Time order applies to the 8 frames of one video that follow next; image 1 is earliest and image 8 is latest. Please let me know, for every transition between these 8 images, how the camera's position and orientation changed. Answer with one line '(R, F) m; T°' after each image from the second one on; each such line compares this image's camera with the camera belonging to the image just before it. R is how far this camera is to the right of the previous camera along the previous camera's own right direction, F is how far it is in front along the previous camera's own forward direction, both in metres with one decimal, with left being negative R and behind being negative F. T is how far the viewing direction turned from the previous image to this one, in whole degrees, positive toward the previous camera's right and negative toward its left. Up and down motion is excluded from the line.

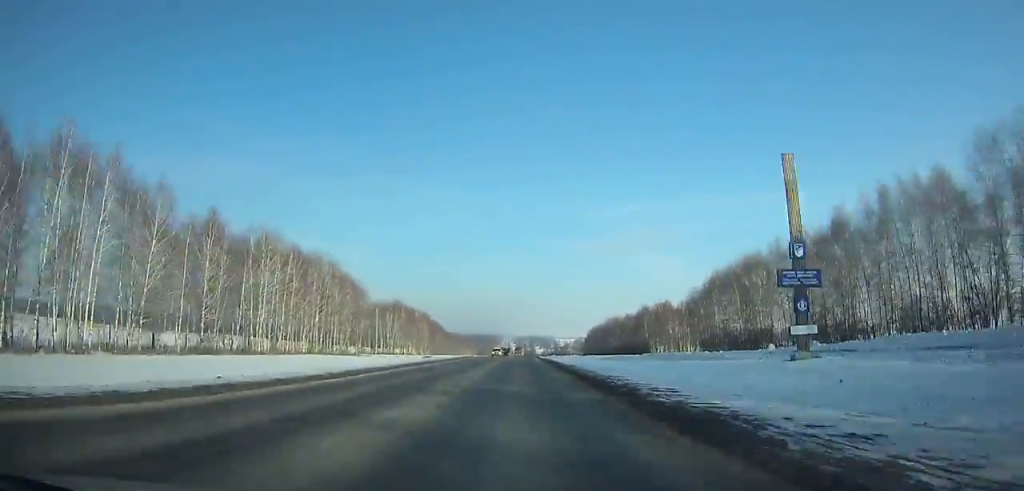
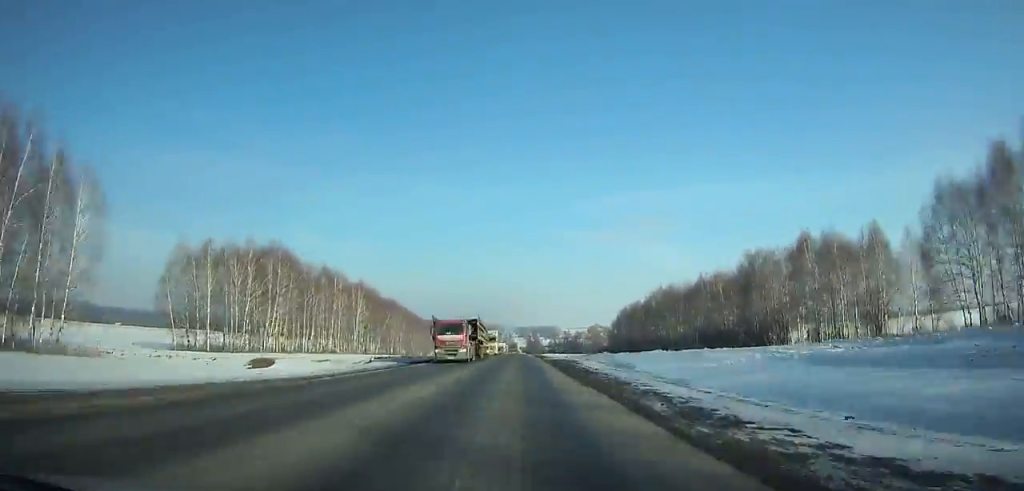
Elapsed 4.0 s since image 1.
(-0.2, +105.8) m; 0°
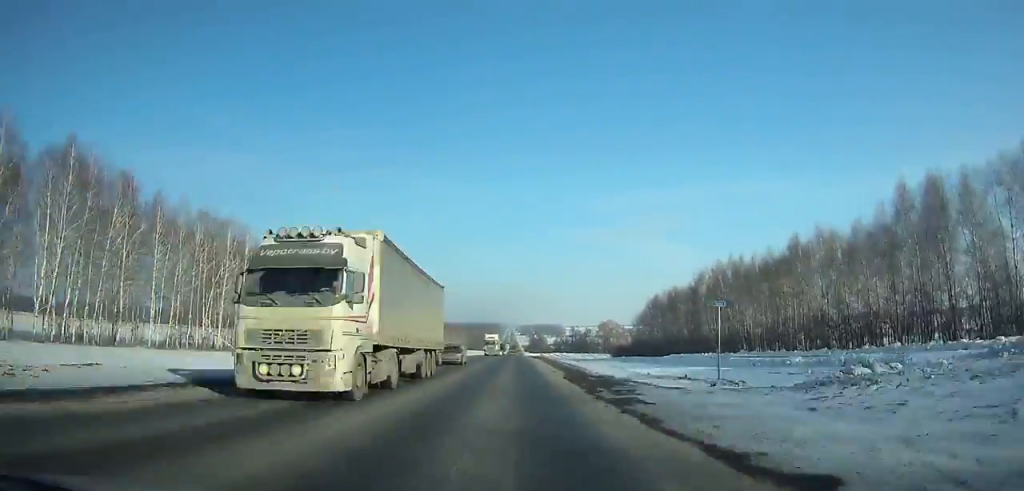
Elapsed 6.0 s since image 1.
(0.0, +52.9) m; 0°
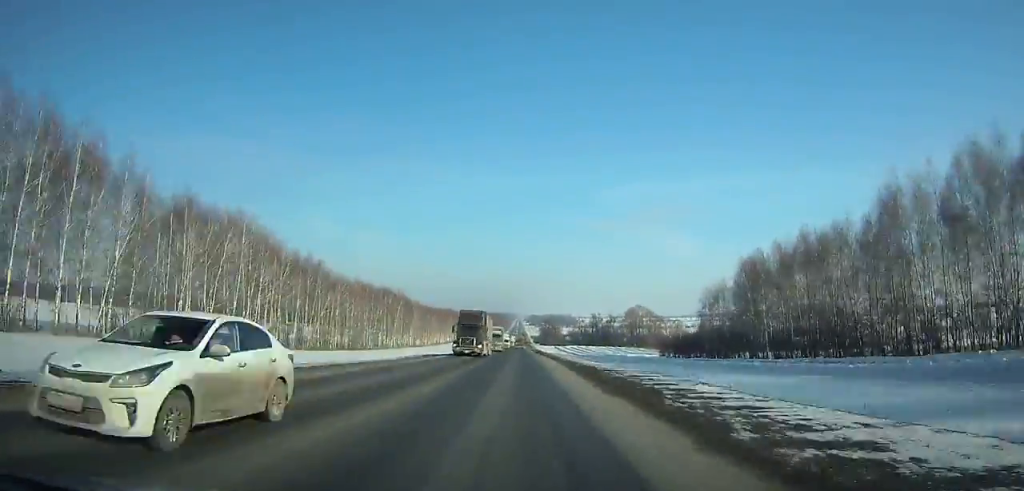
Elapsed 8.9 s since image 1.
(-0.5, +76.7) m; 0°
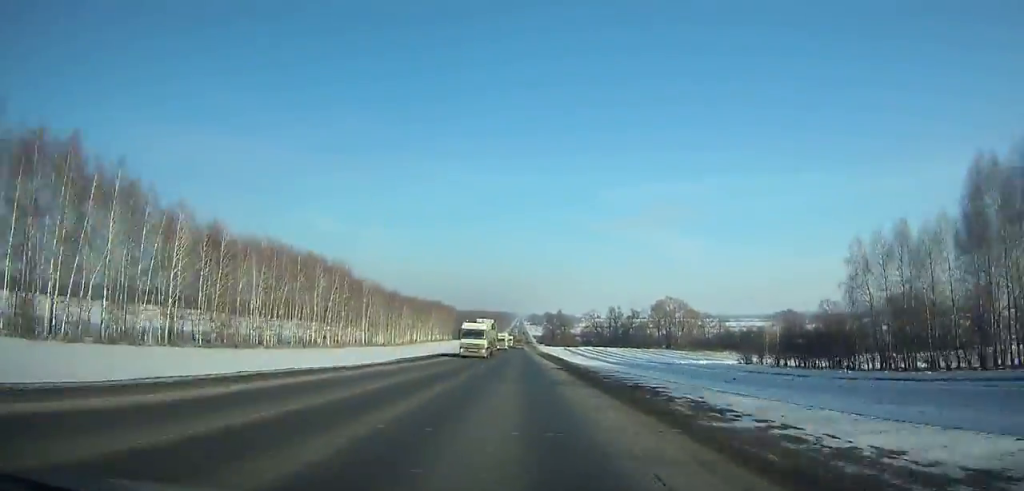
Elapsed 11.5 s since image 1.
(-0.1, +68.4) m; 0°
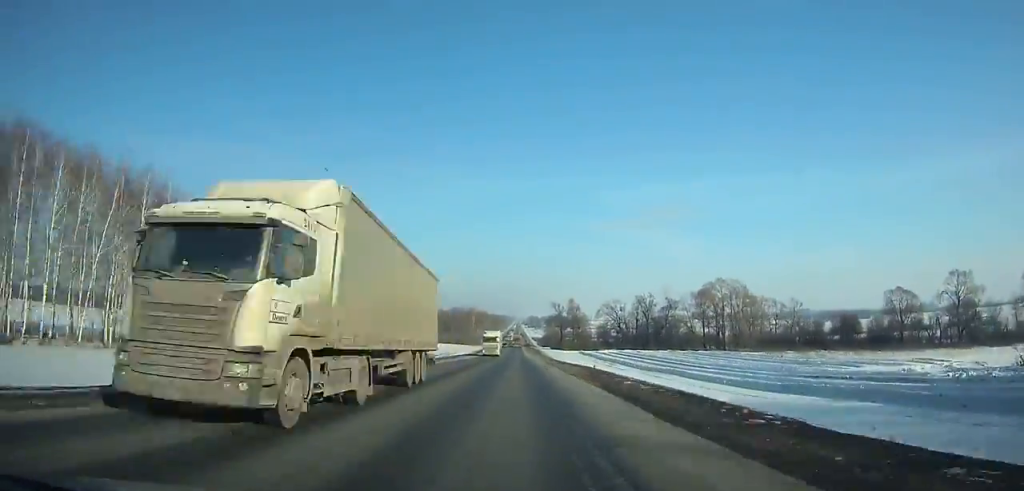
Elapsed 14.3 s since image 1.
(0.0, +73.4) m; 0°
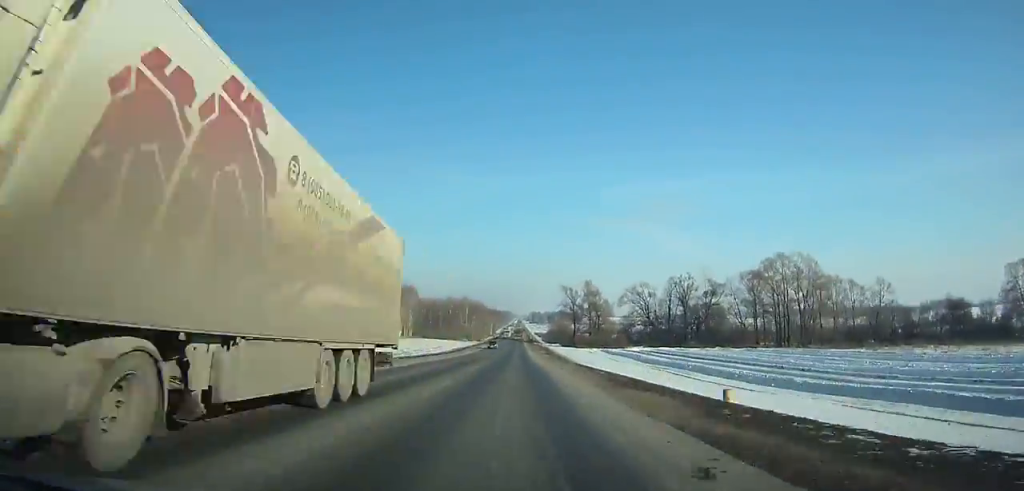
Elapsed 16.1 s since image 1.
(-0.1, +47.6) m; 0°
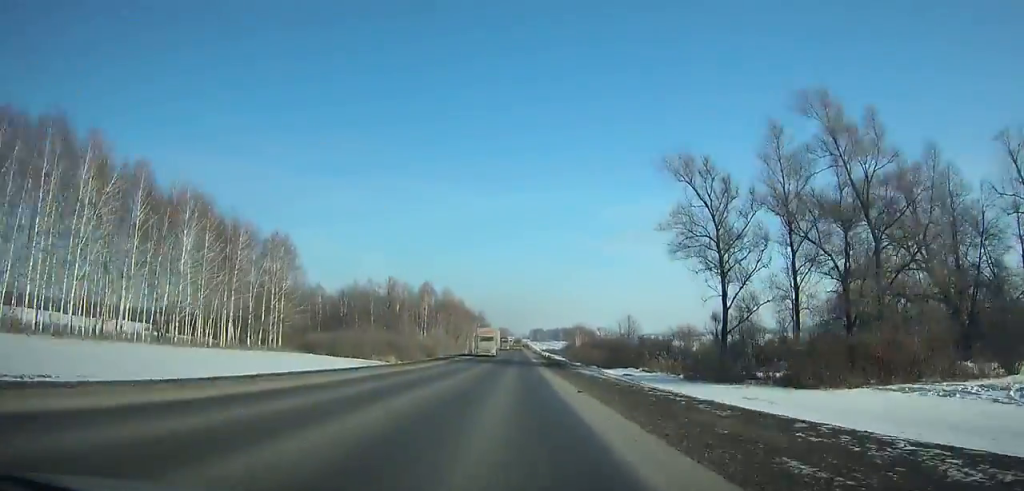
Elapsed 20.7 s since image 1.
(+0.5, +122.9) m; 0°
